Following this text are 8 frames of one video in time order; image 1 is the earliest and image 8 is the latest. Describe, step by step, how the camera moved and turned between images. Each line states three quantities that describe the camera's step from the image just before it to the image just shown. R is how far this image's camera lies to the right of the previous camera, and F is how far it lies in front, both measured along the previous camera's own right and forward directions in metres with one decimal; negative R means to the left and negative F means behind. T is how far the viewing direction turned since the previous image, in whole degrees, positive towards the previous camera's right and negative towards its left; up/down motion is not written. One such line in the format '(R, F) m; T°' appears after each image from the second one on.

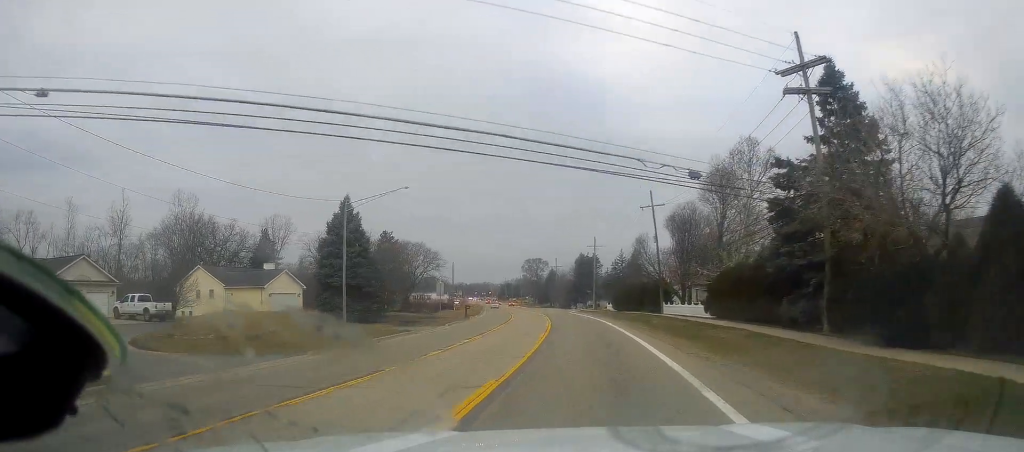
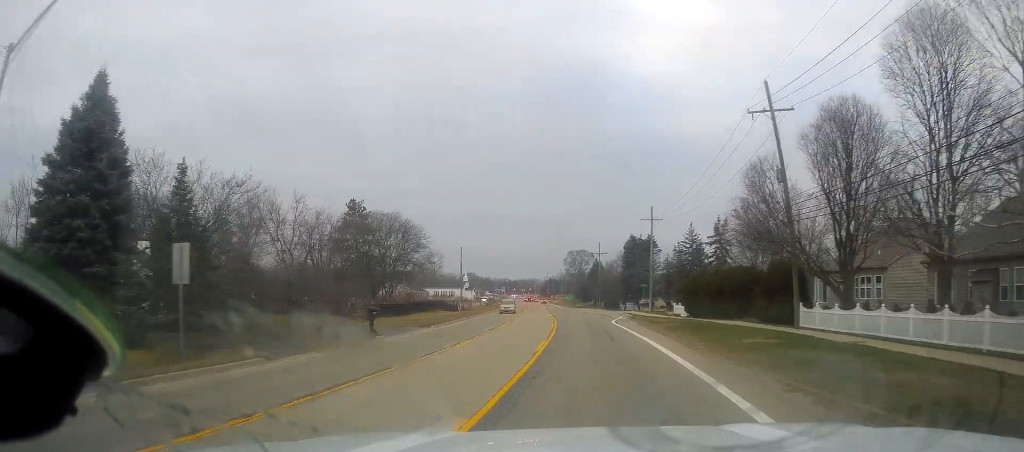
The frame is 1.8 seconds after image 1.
(-1.3, +35.1) m; -4°
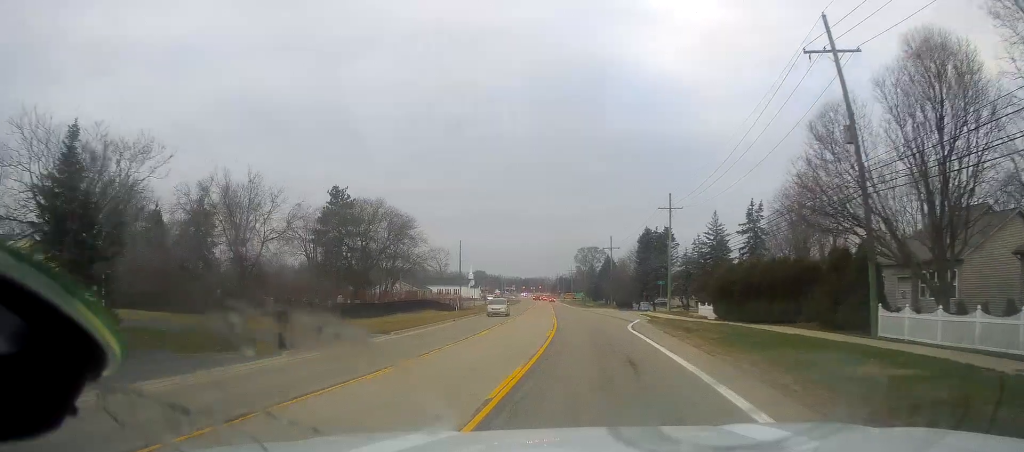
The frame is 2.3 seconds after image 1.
(-0.4, +9.0) m; -1°
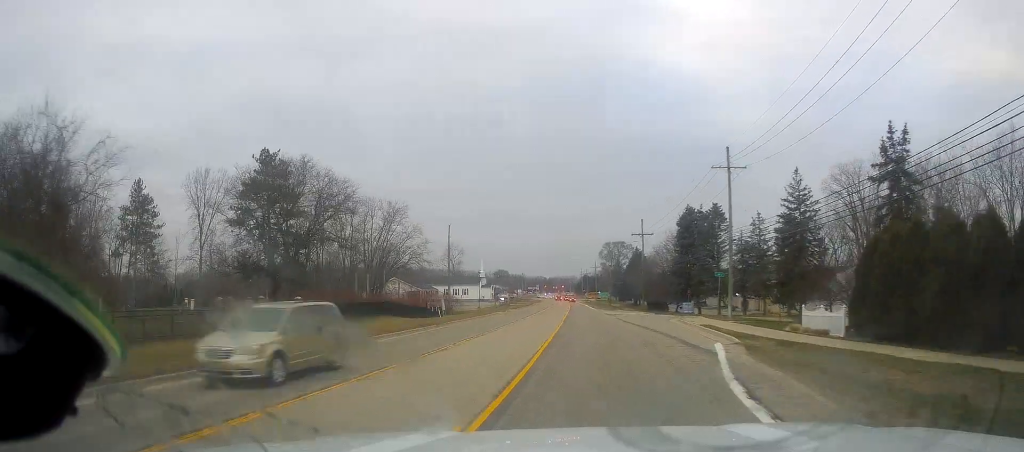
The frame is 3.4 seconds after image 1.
(+0.5, +21.6) m; -2°
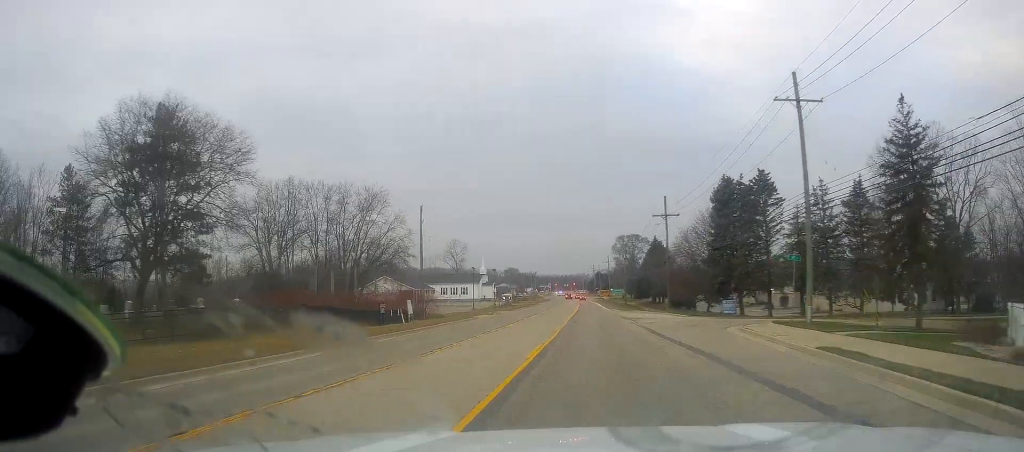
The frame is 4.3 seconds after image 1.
(-0.9, +16.5) m; -3°
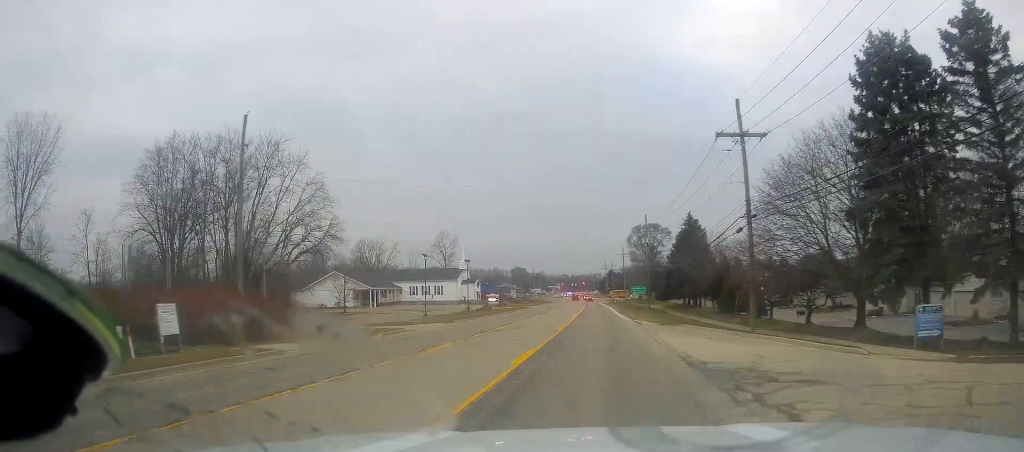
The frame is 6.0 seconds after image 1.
(-0.5, +33.4) m; -2°
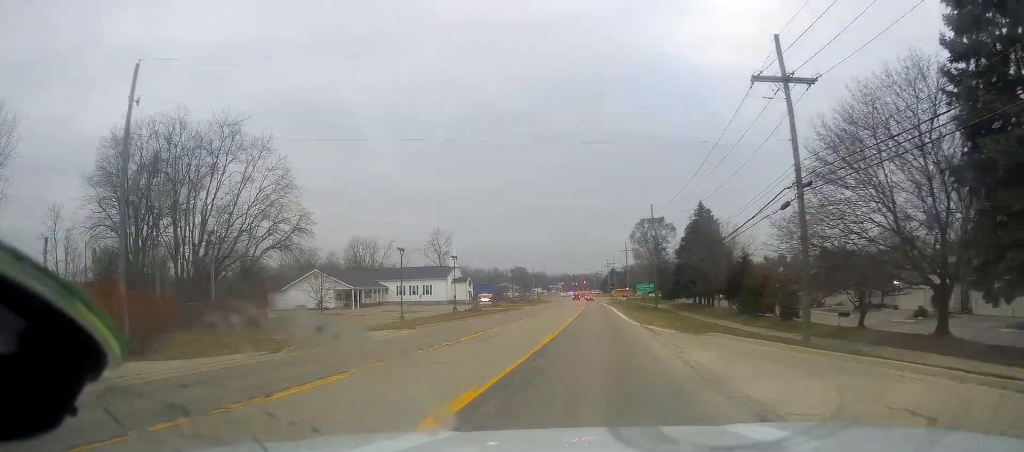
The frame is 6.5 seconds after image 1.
(0.0, +8.8) m; 0°
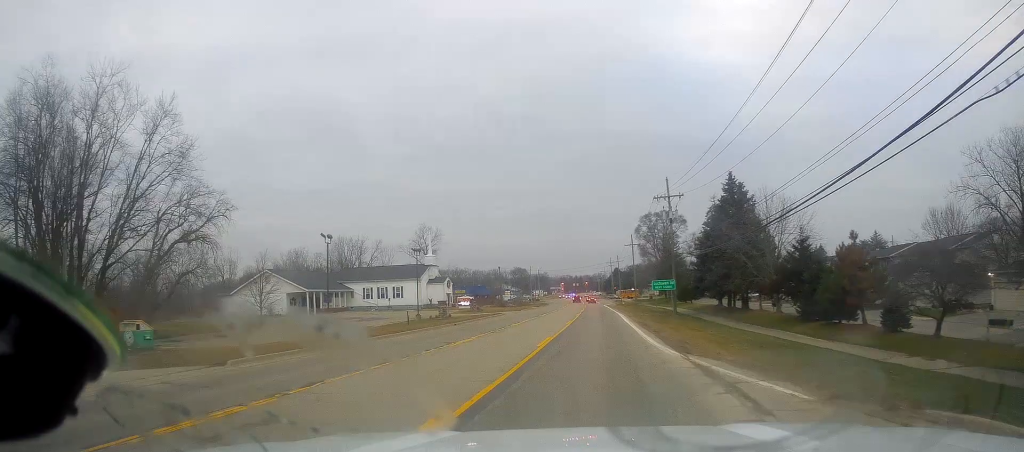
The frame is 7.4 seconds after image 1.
(-0.1, +17.5) m; 0°
